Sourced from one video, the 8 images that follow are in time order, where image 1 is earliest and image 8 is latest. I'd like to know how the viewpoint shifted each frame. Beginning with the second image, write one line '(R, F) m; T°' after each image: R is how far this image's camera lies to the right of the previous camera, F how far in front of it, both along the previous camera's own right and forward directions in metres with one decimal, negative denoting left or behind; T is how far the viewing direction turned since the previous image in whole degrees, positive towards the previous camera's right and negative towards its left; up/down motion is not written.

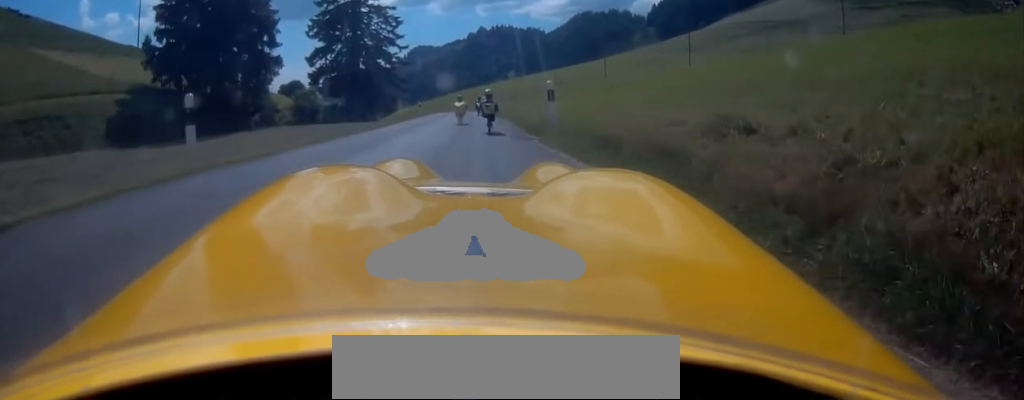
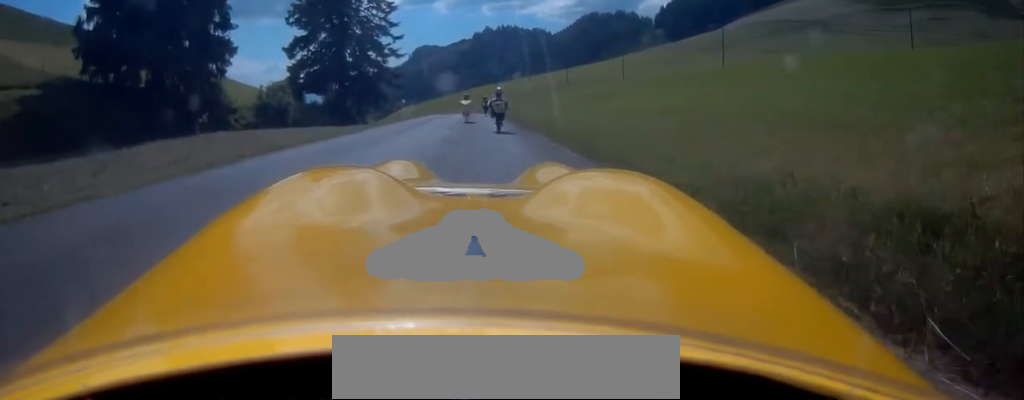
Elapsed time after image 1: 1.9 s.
(0.0, +11.1) m; 0°
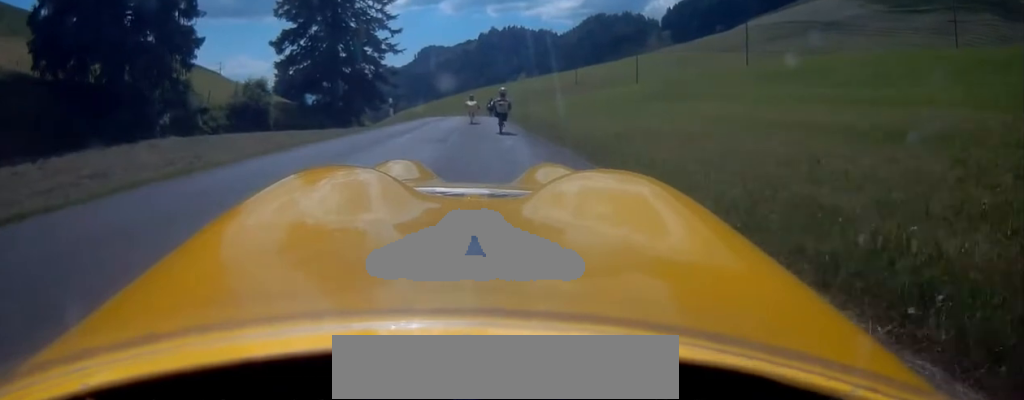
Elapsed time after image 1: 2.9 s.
(0.0, +6.1) m; 0°
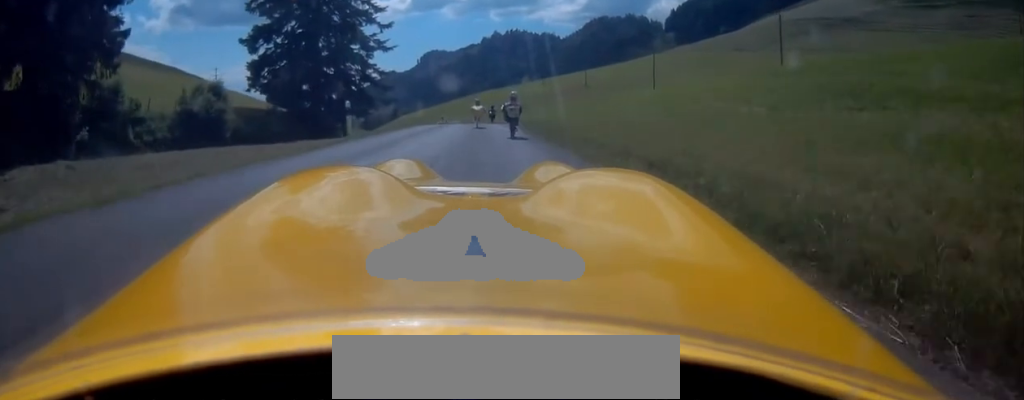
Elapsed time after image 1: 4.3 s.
(0.0, +8.9) m; 0°
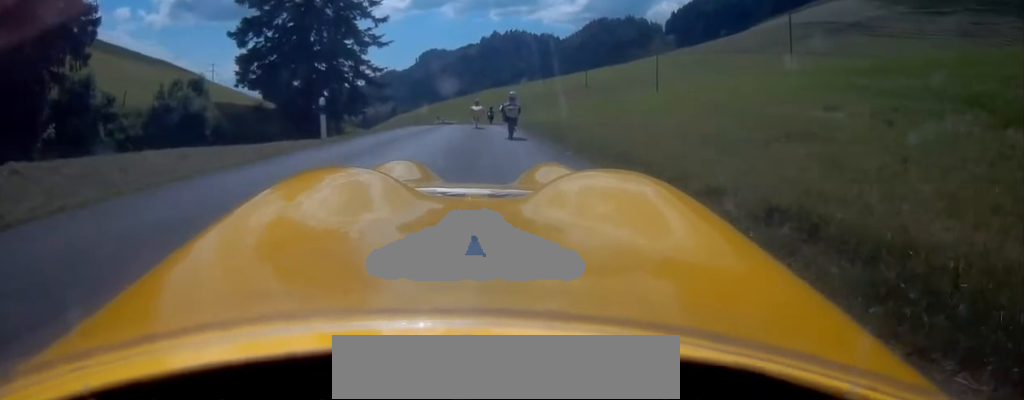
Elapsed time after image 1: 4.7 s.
(0.0, +2.6) m; -1°
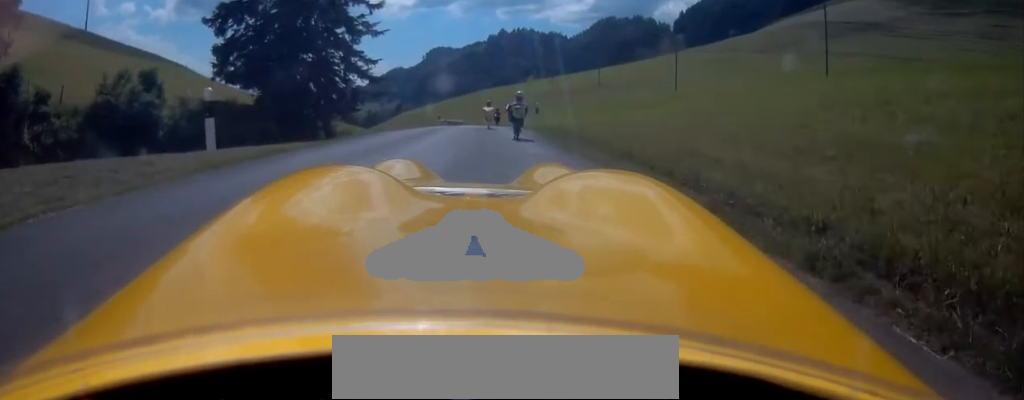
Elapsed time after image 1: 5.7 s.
(-0.1, +6.4) m; -3°
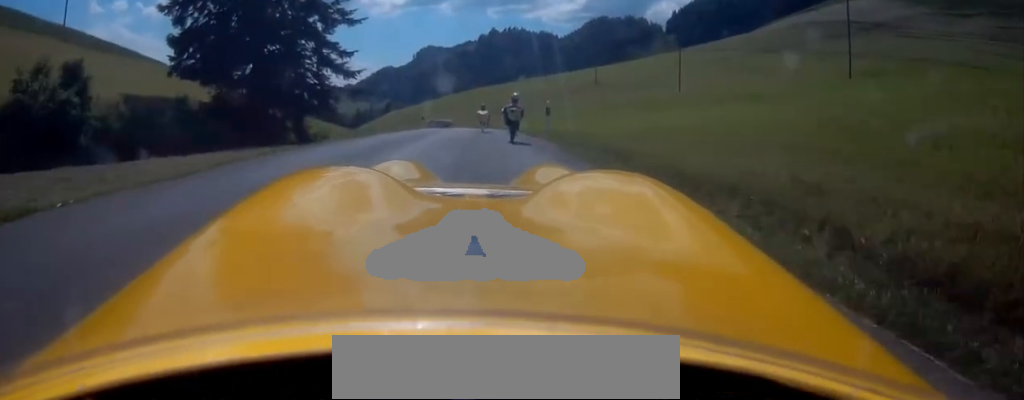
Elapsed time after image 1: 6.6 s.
(-0.2, +6.2) m; +1°
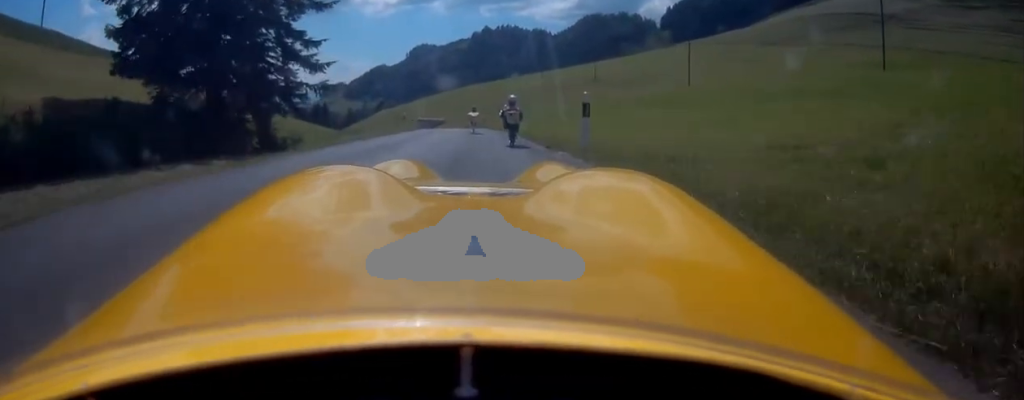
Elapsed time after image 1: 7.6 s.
(+0.4, +7.2) m; +3°
